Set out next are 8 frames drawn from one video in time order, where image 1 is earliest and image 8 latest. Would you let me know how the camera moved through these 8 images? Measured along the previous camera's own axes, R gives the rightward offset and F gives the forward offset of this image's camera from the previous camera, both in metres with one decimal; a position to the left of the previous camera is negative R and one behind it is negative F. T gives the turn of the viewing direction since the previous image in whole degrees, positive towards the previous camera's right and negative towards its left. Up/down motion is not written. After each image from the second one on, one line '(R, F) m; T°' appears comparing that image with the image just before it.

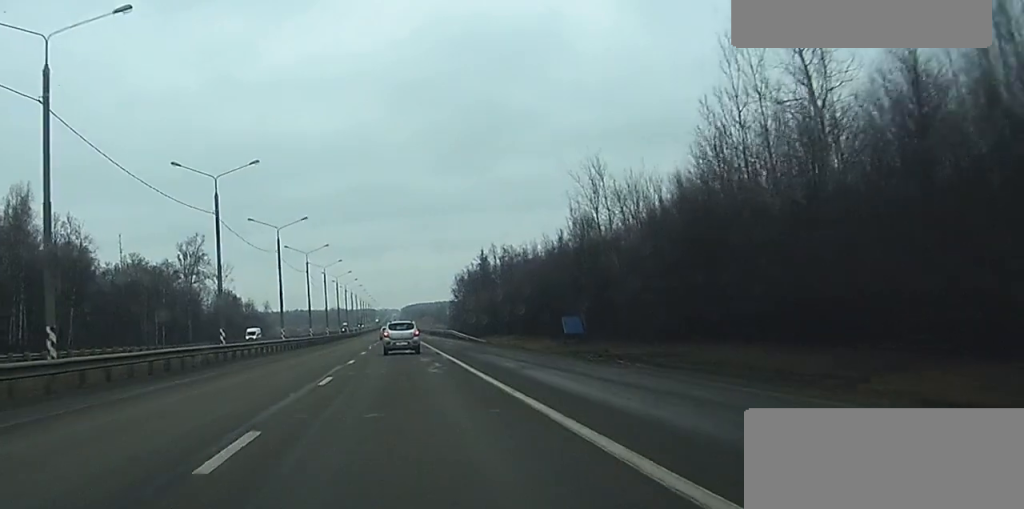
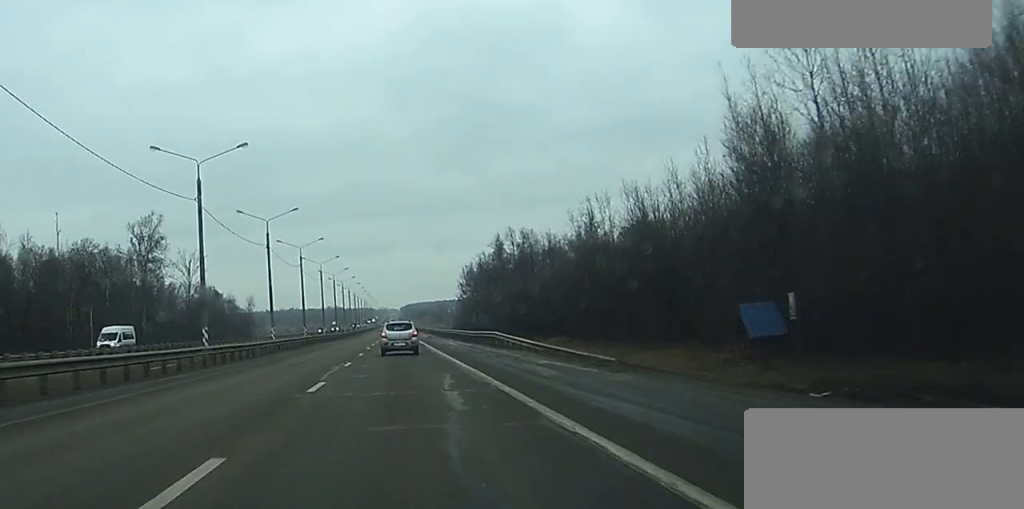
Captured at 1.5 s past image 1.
(0.0, +38.3) m; 0°
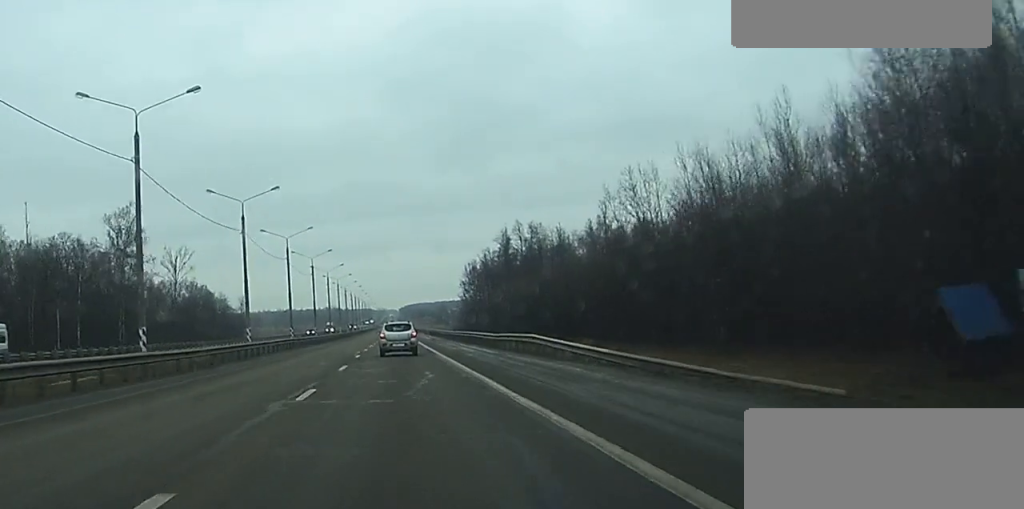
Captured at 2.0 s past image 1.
(0.0, +13.9) m; 0°
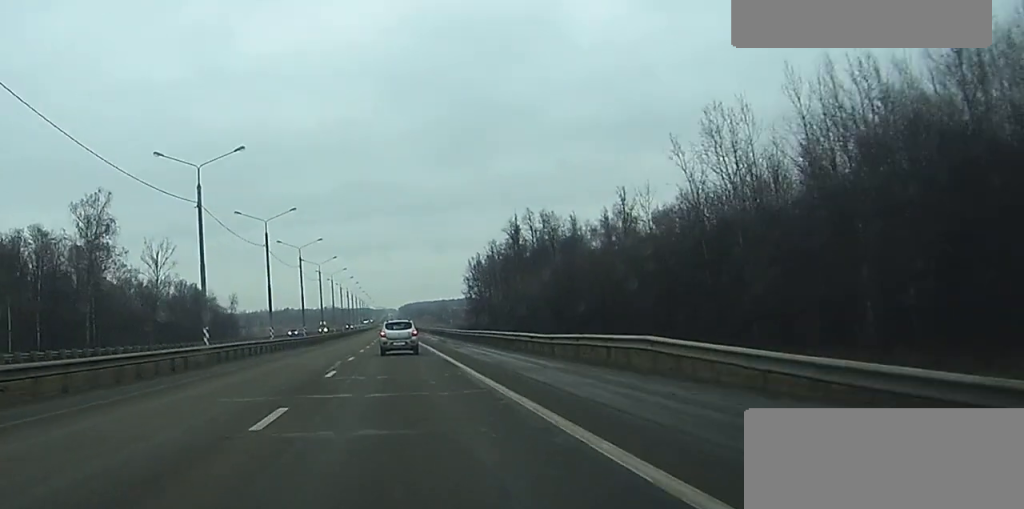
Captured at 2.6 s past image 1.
(0.0, +16.5) m; 0°
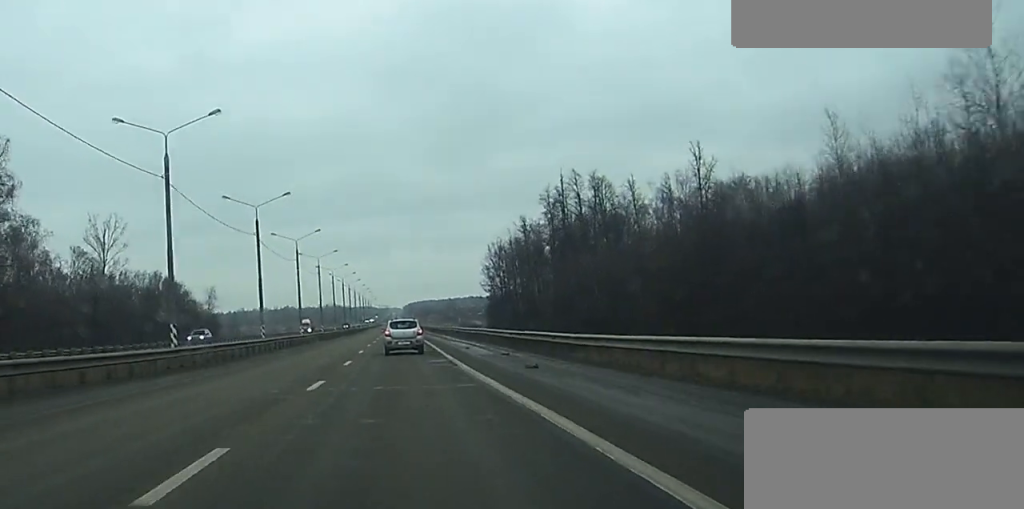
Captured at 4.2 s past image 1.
(-0.1, +40.7) m; 0°
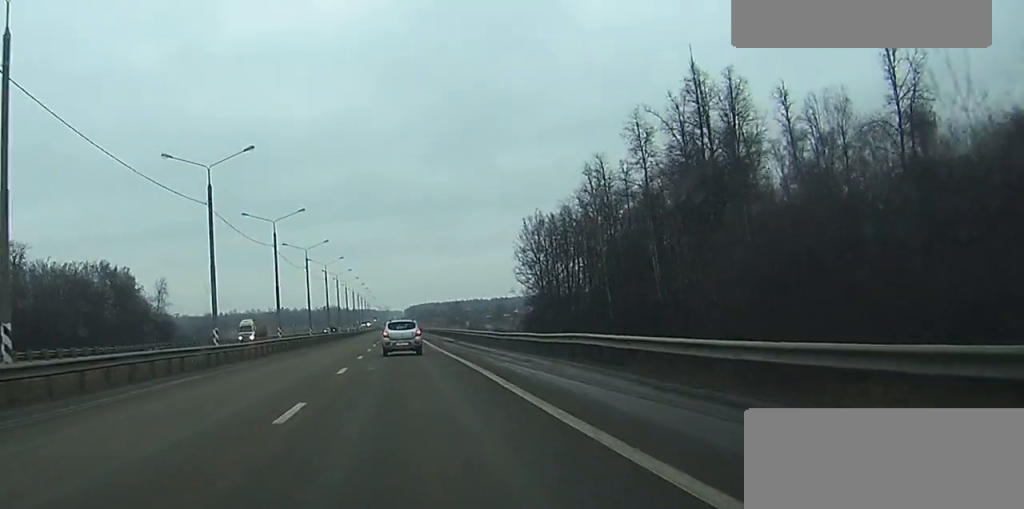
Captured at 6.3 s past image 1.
(-0.2, +54.1) m; 0°
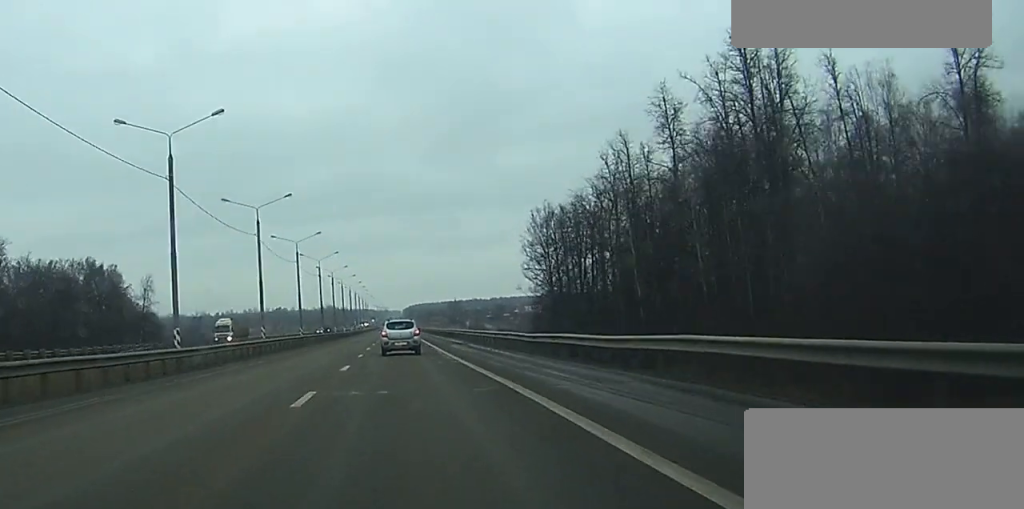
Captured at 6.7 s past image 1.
(0.0, +10.3) m; 0°
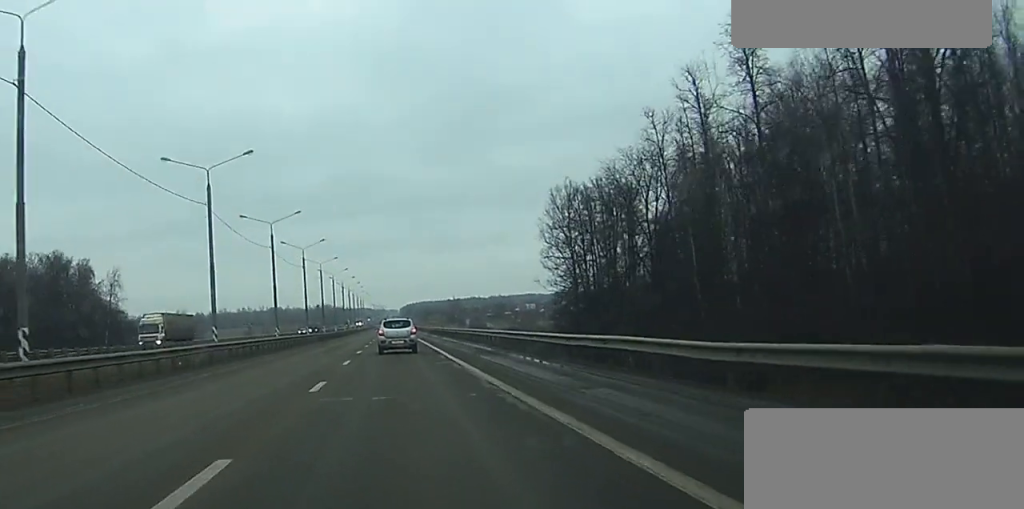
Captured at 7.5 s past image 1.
(0.0, +20.3) m; 0°
